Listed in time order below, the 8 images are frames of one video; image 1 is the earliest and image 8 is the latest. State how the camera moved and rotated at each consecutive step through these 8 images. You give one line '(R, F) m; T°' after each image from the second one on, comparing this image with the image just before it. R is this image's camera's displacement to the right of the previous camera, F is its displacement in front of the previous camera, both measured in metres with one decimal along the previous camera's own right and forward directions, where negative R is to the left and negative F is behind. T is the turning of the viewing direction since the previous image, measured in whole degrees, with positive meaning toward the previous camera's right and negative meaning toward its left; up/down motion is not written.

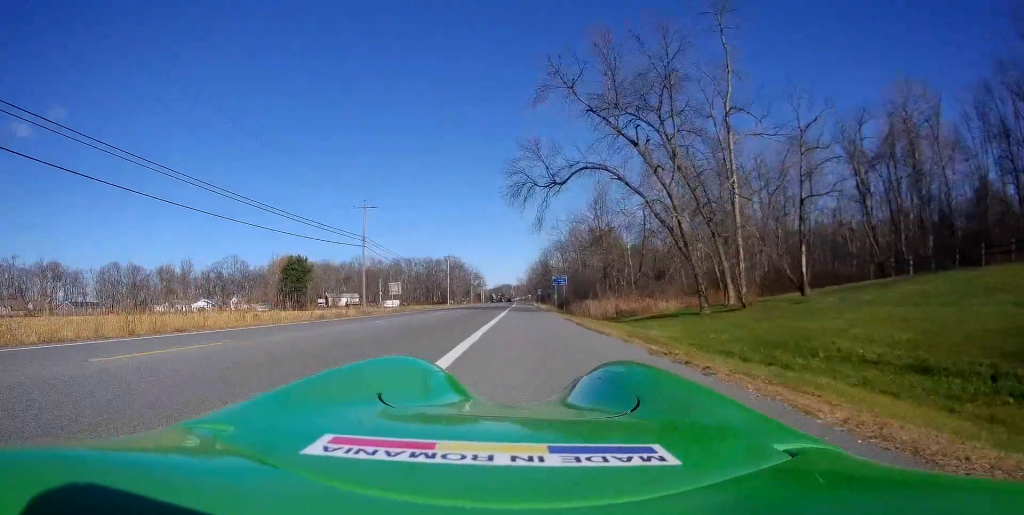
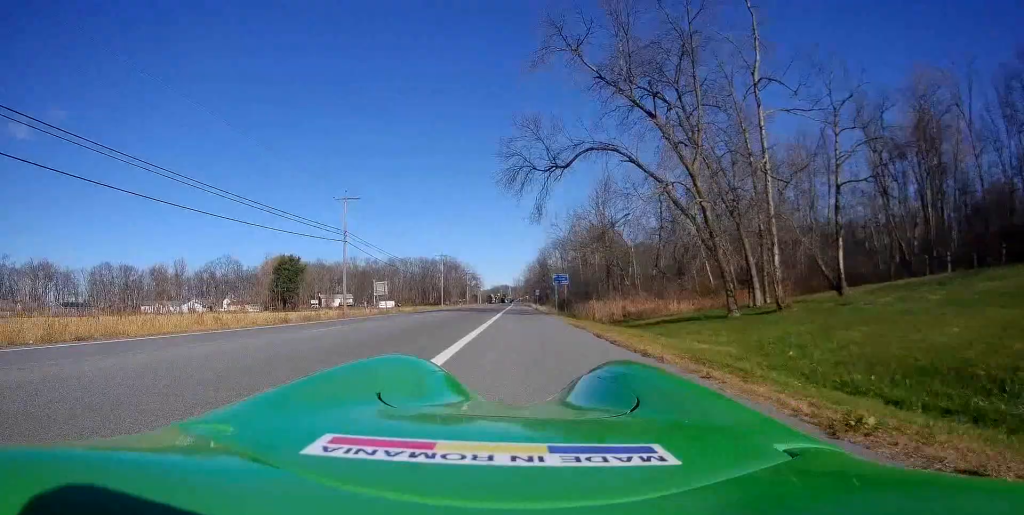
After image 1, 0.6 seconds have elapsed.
(0.0, +5.2) m; -1°
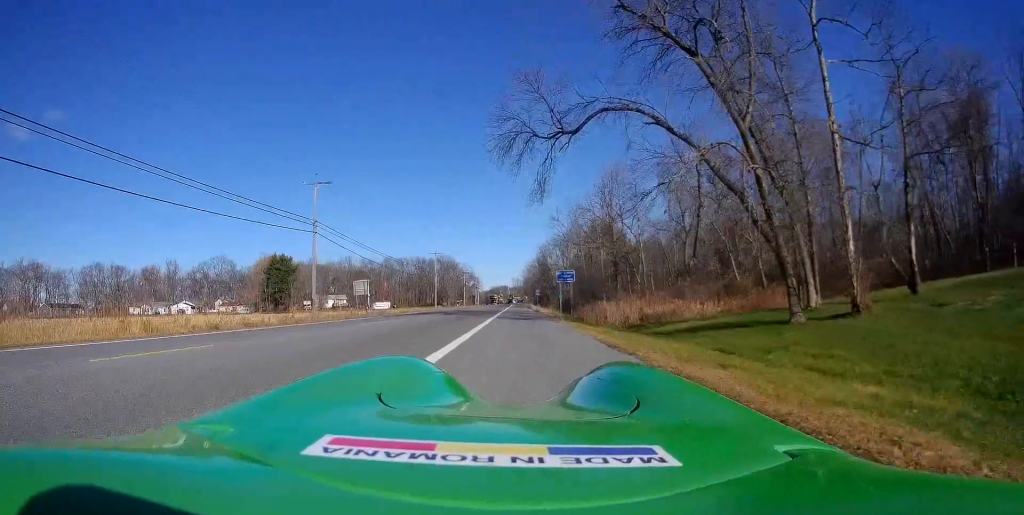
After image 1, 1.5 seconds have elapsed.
(-0.3, +7.0) m; -2°
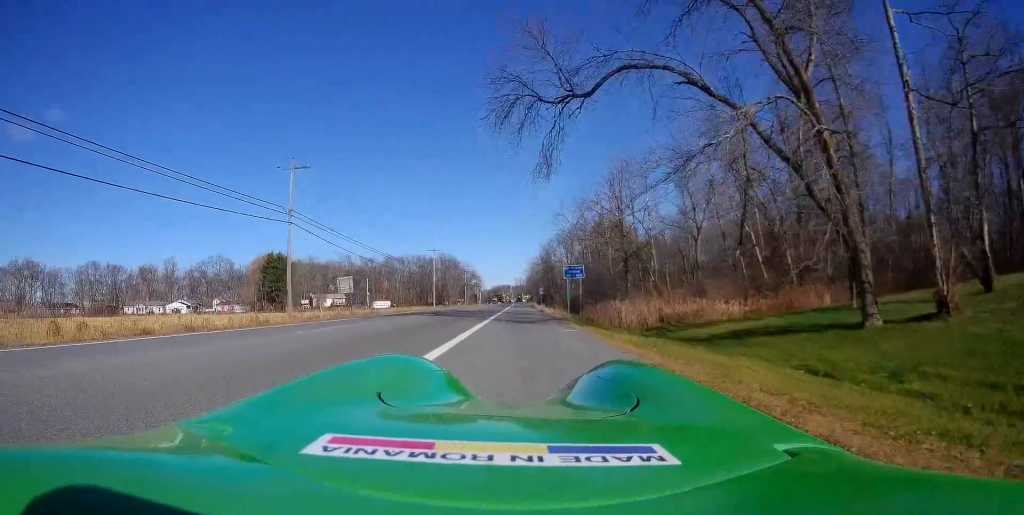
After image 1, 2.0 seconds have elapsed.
(+0.1, +4.8) m; -1°
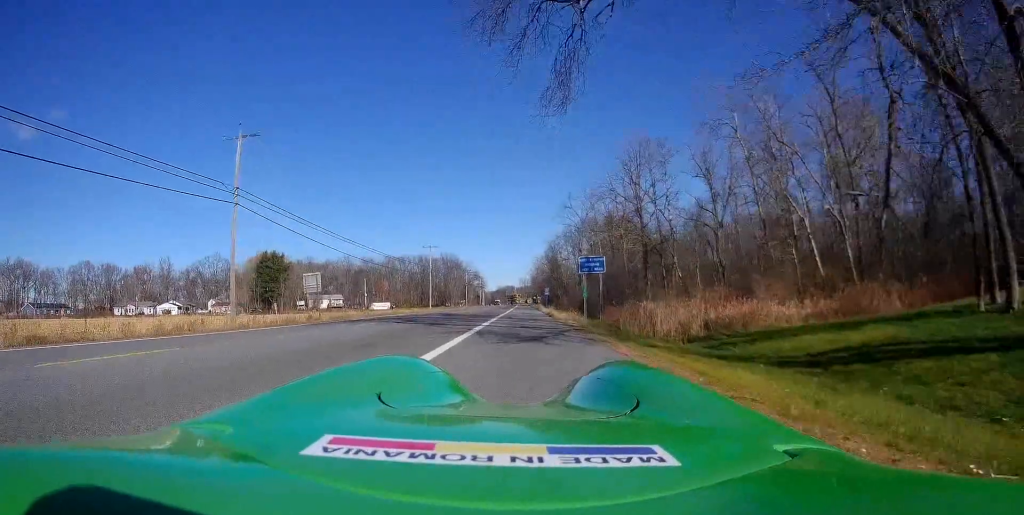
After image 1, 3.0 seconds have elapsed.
(-0.1, +7.8) m; +3°
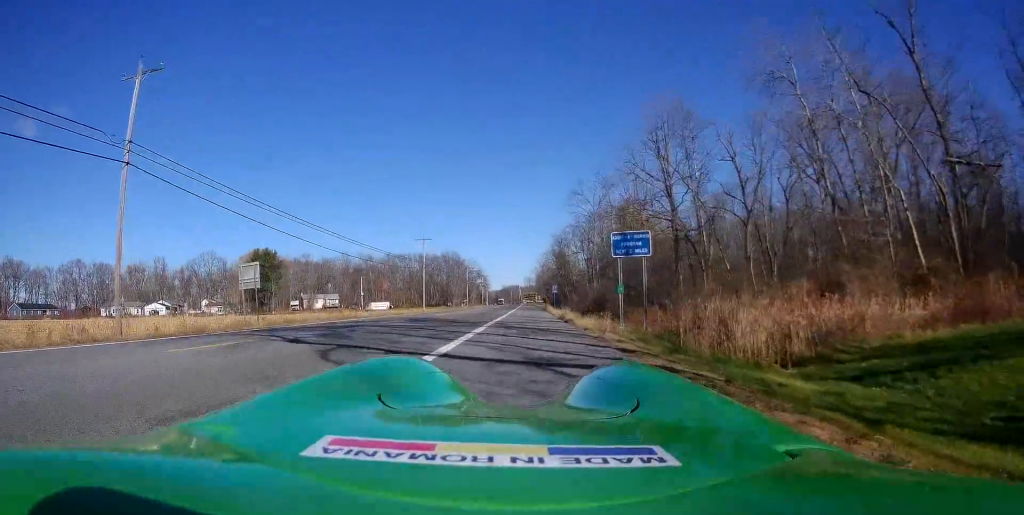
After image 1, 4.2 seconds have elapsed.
(+0.7, +9.2) m; +1°
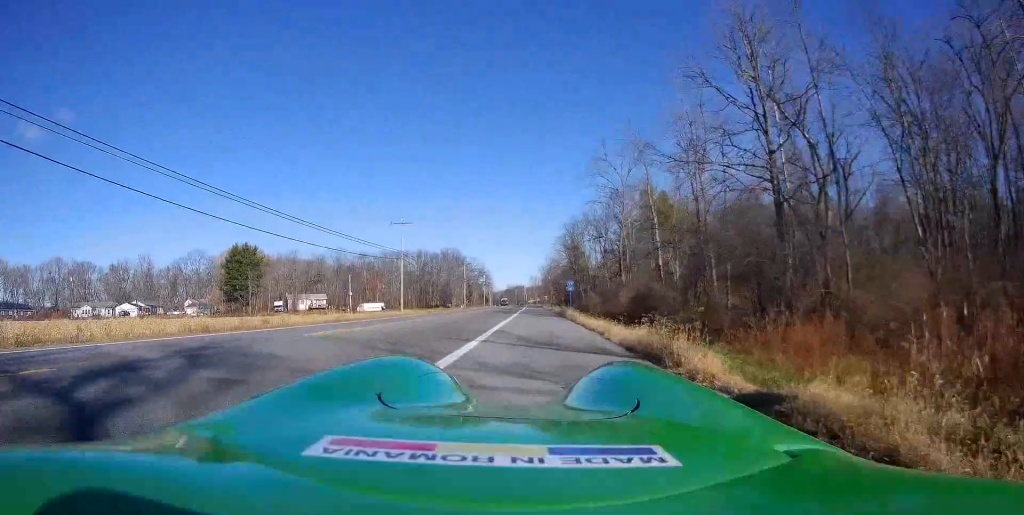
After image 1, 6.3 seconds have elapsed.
(-0.8, +17.7) m; -3°
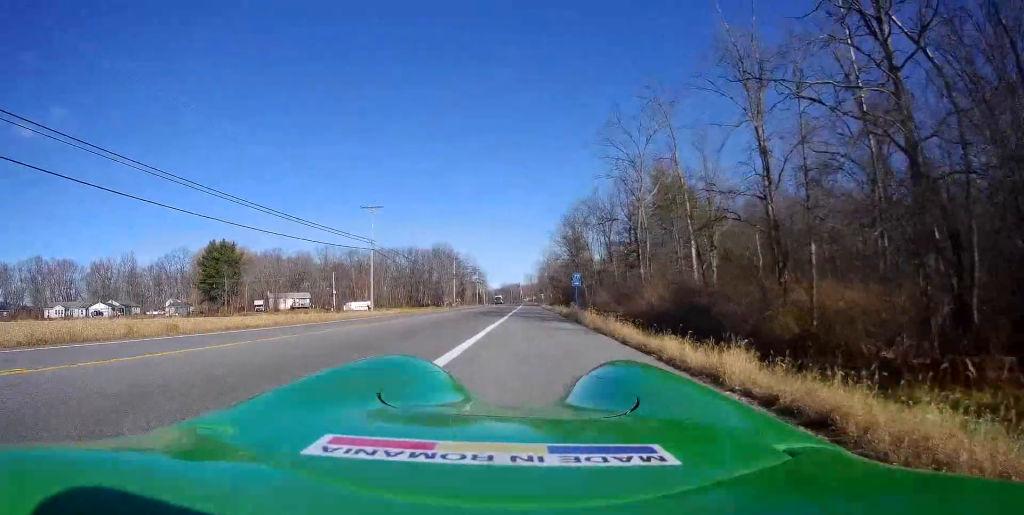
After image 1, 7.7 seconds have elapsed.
(-0.3, +10.8) m; 0°
